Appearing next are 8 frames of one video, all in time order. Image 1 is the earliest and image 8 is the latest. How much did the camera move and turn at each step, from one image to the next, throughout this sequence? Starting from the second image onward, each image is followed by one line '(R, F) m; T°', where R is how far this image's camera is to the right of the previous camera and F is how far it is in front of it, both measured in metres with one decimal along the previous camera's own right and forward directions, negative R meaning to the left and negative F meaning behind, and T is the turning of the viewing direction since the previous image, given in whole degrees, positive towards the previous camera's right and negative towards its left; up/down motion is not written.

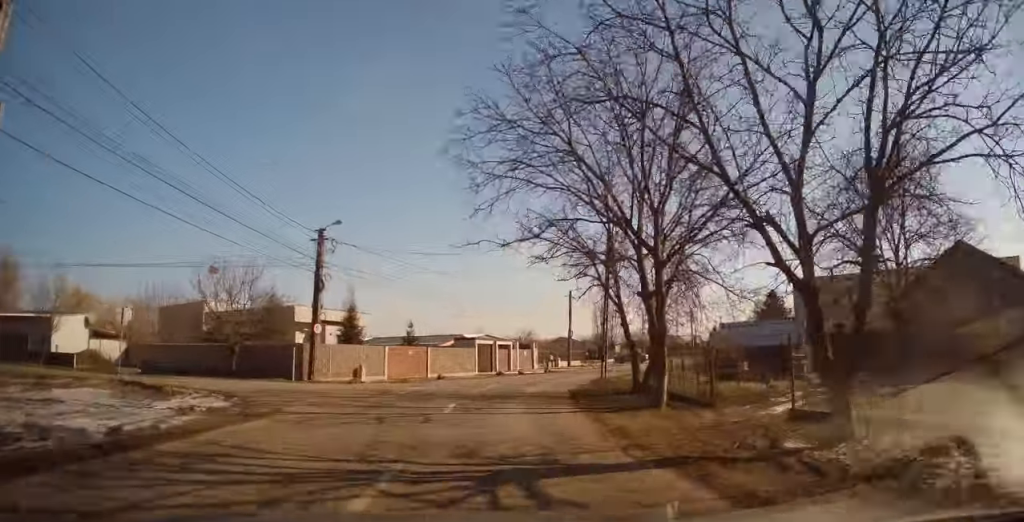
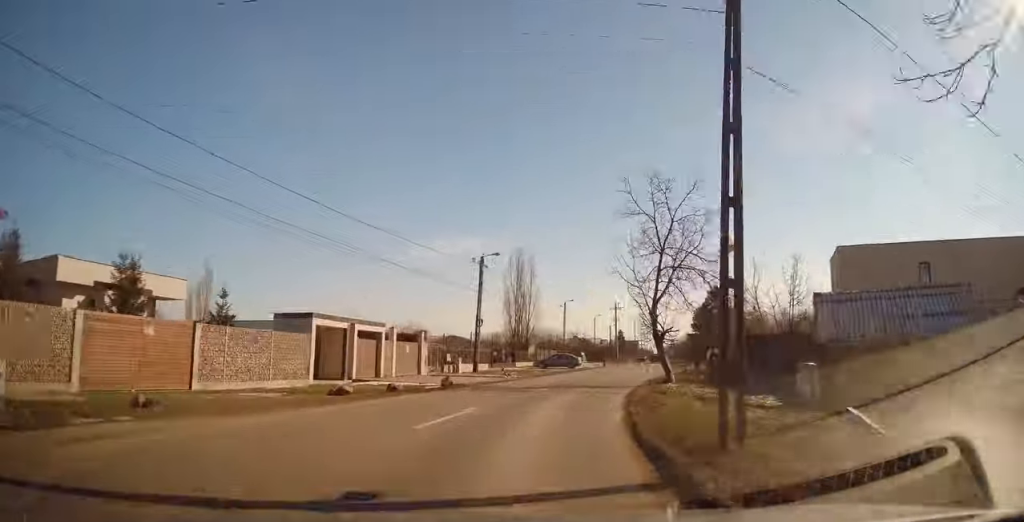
(+1.6, +21.1) m; +14°
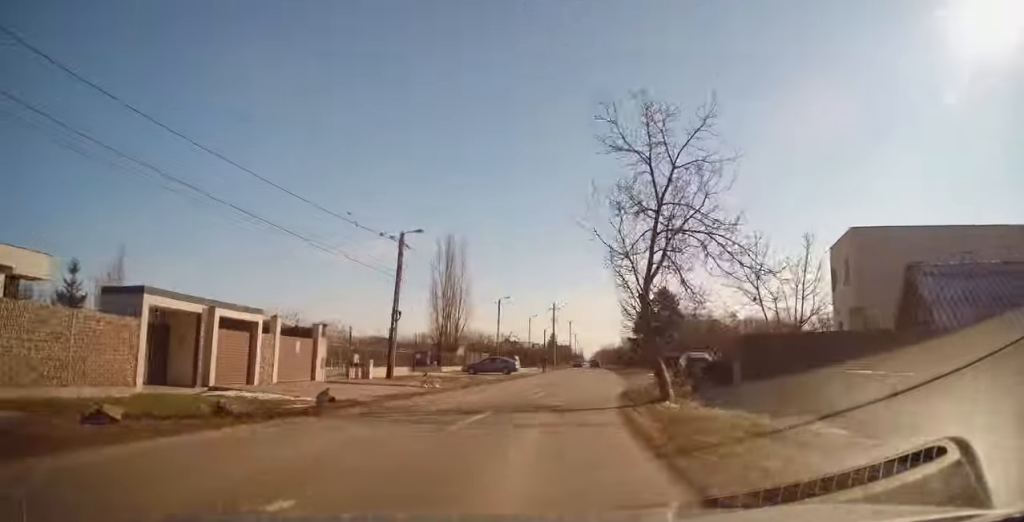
(+0.7, +8.0) m; +7°
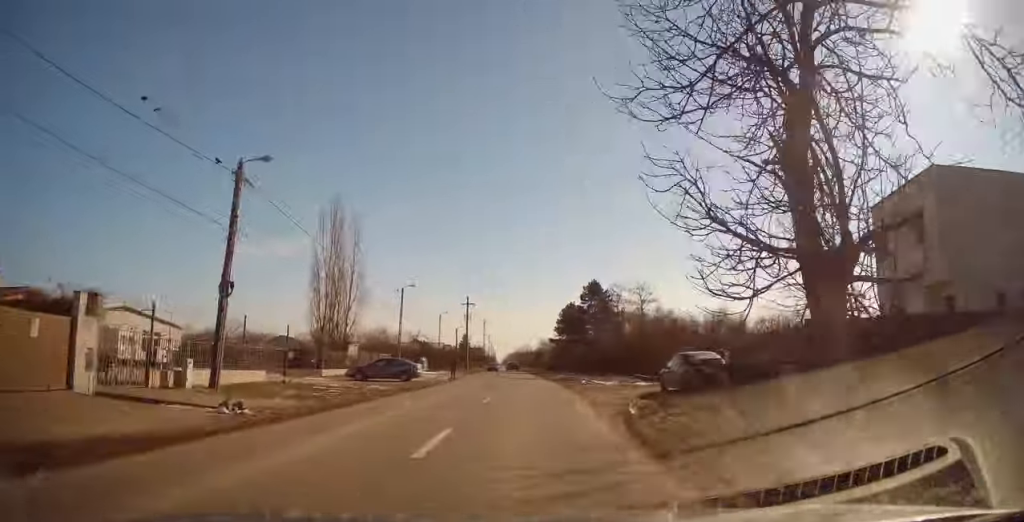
(+0.8, +11.5) m; +8°
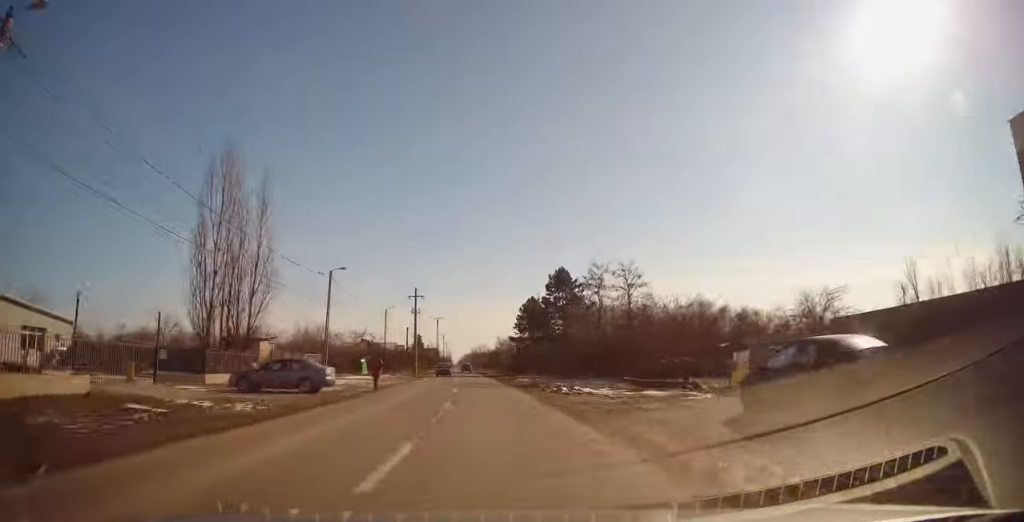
(+0.9, +10.4) m; +4°
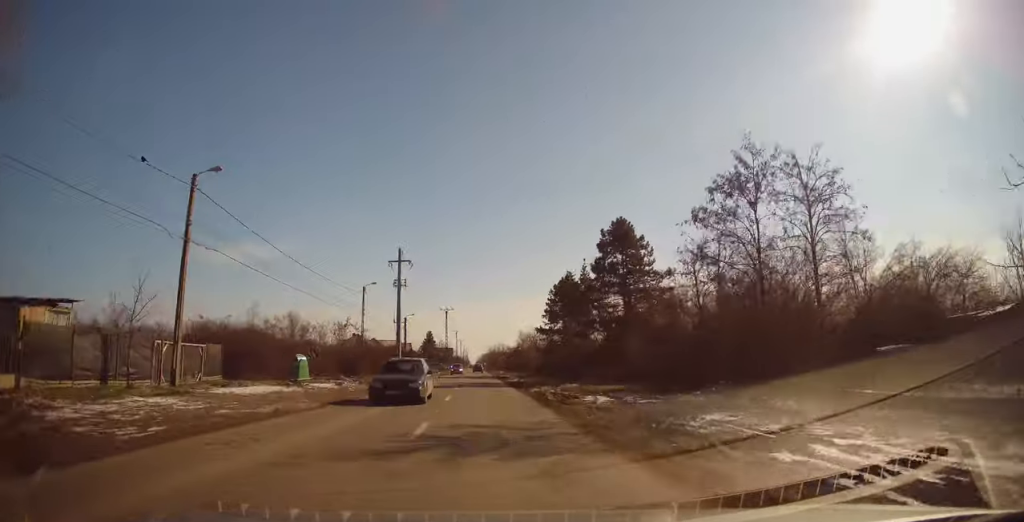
(-0.8, +22.6) m; -4°
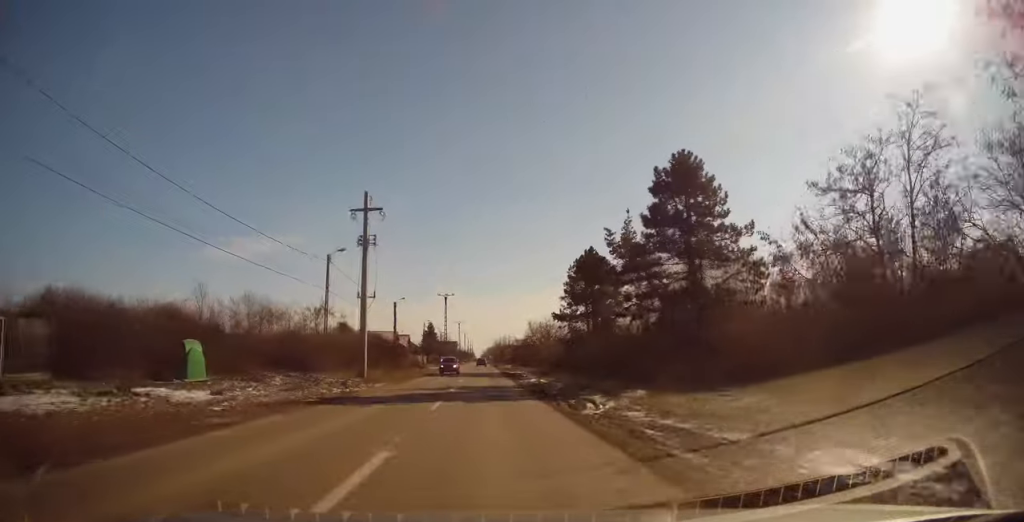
(-0.2, +13.2) m; -1°
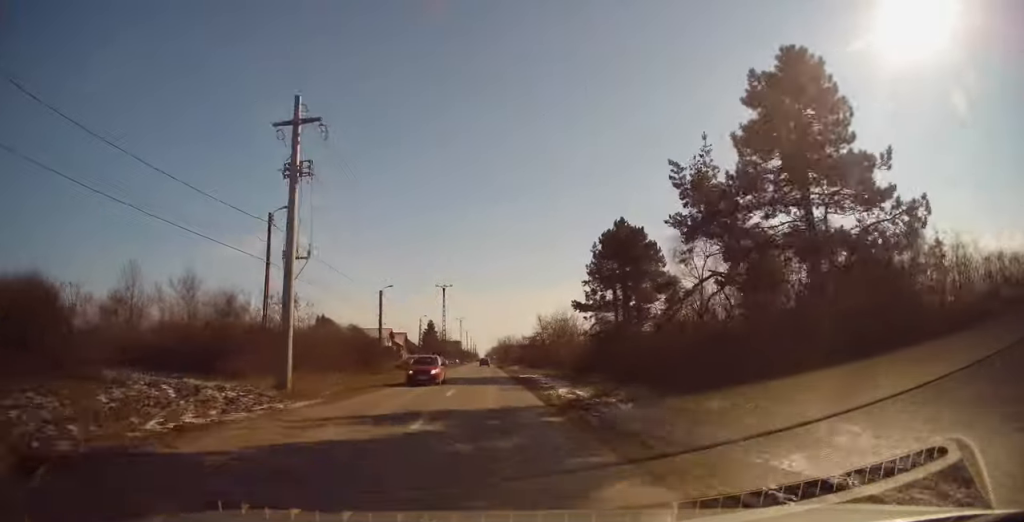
(-0.1, +11.8) m; +1°
